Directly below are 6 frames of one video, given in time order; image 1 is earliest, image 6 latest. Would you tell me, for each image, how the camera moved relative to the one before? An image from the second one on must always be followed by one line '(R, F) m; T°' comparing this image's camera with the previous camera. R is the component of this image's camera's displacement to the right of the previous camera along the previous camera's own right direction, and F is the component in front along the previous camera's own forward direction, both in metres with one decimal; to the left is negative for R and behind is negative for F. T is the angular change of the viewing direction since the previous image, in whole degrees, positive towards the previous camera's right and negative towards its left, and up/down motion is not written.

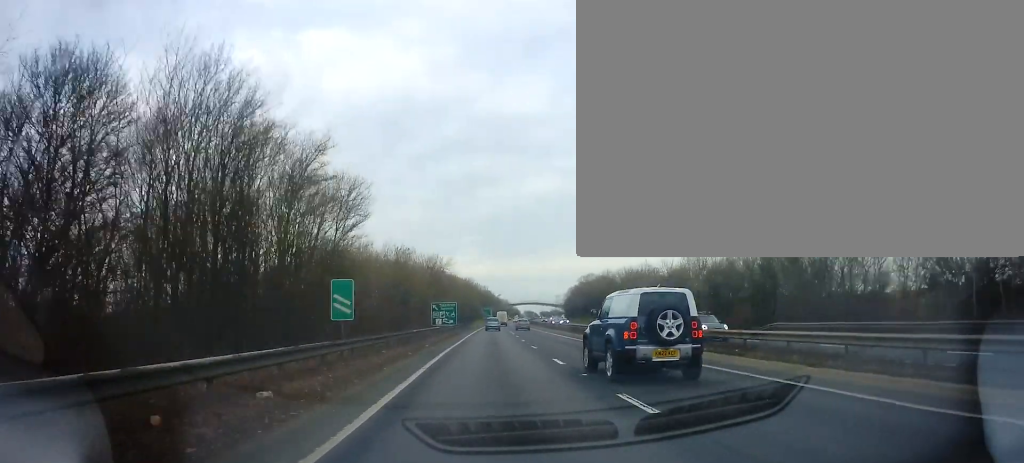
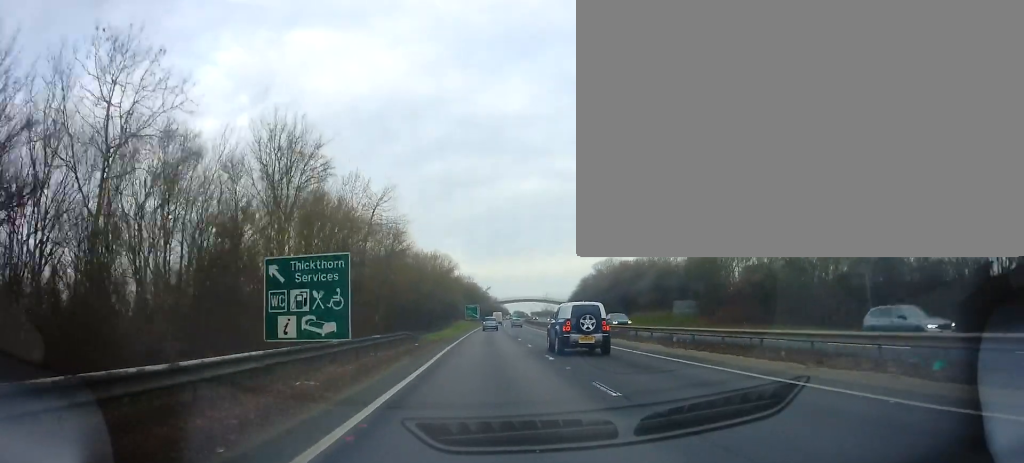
(+0.2, +53.3) m; +1°
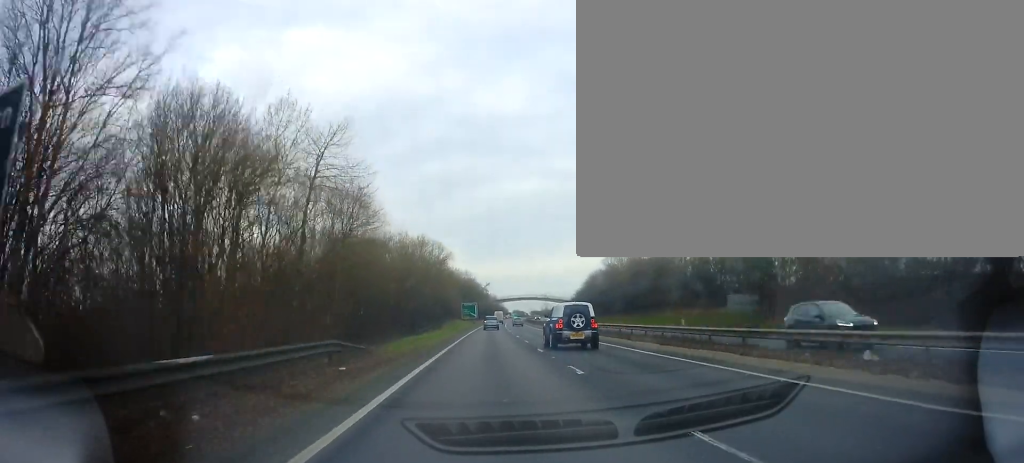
(+0.3, +14.7) m; +1°
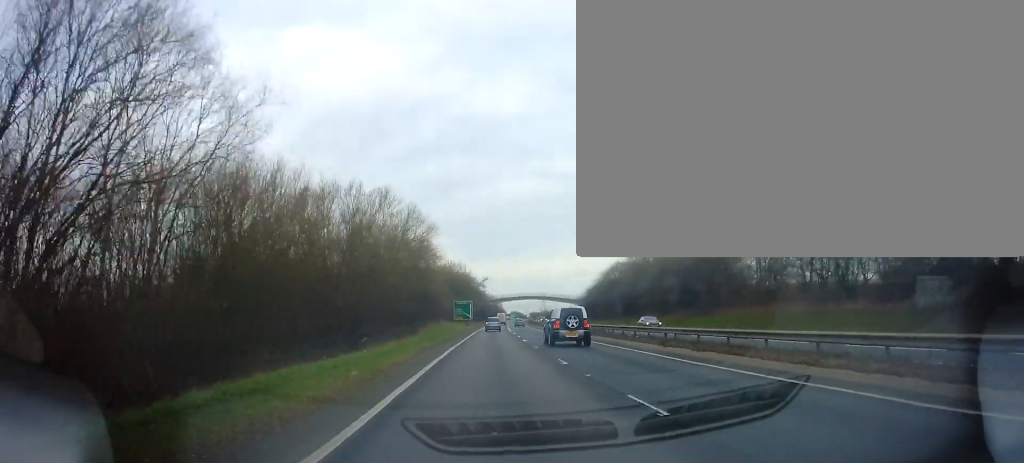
(+0.1, +24.0) m; +1°
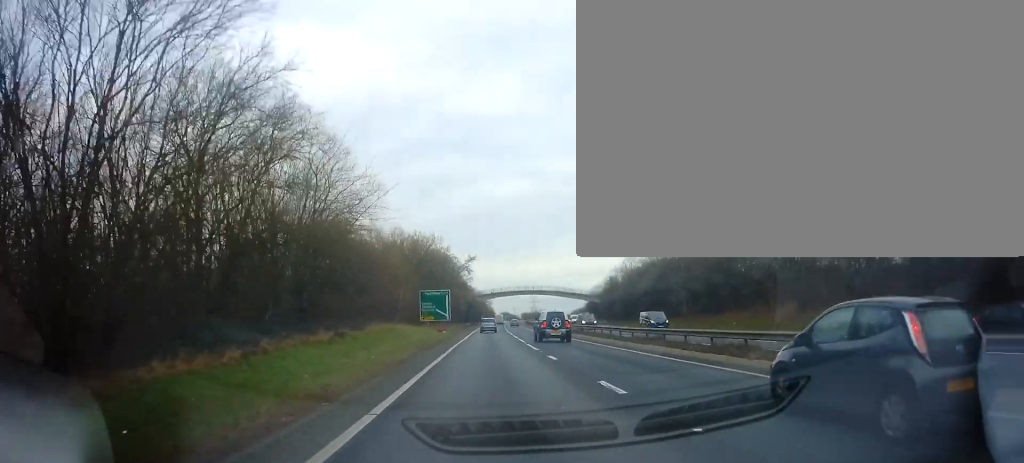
(+0.4, +43.2) m; +1°
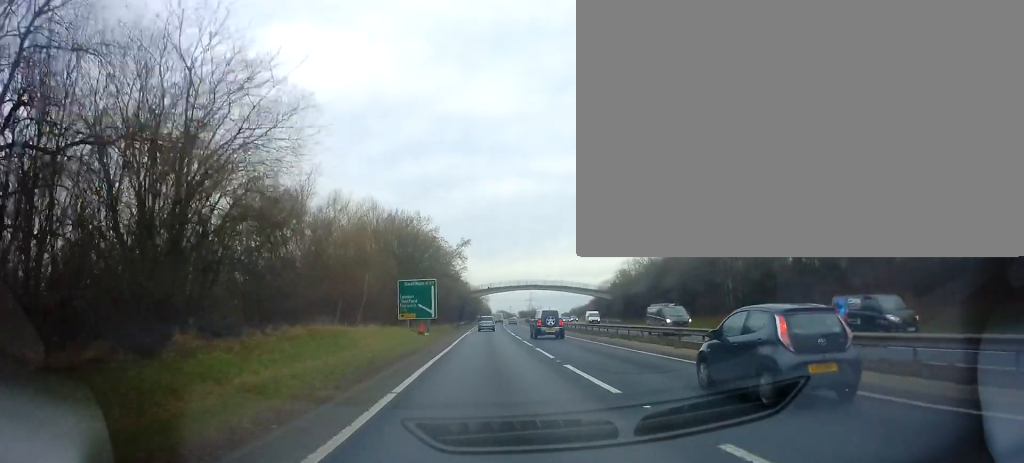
(0.0, +15.4) m; 0°
